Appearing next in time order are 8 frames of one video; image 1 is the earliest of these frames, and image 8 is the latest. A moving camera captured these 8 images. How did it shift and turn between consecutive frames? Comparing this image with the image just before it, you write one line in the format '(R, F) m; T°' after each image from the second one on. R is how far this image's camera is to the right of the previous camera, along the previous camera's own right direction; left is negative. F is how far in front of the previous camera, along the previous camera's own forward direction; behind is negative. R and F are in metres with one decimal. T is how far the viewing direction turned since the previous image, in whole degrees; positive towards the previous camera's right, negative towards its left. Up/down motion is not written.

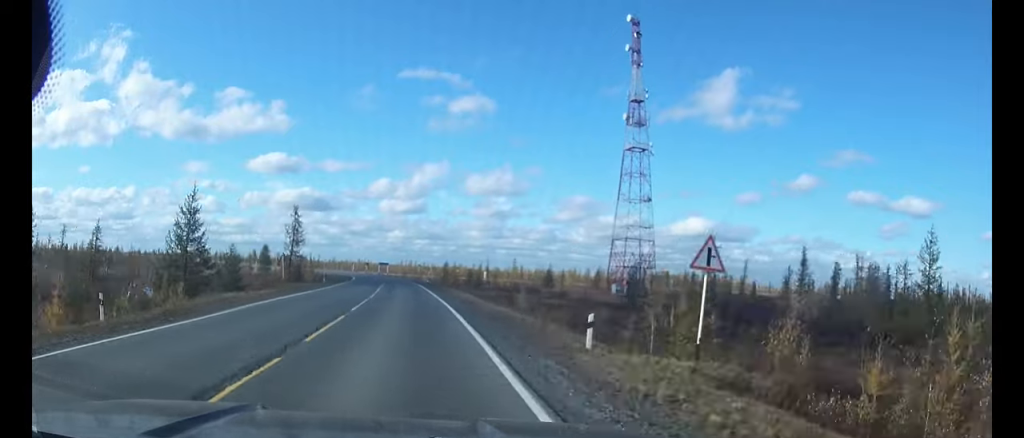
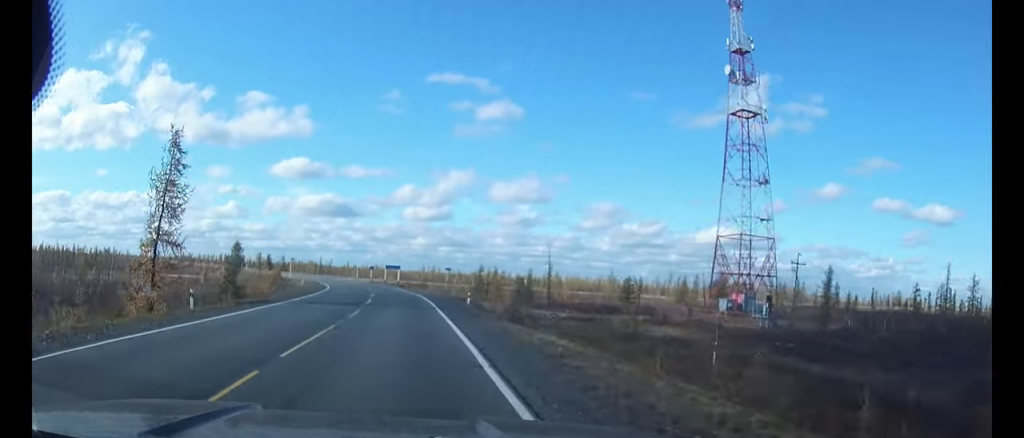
(-1.2, +40.6) m; -4°
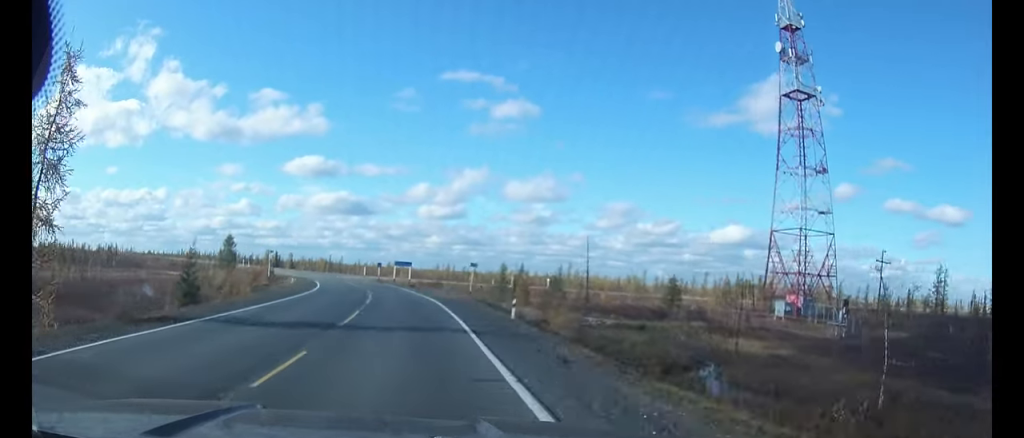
(-0.1, +13.0) m; -2°
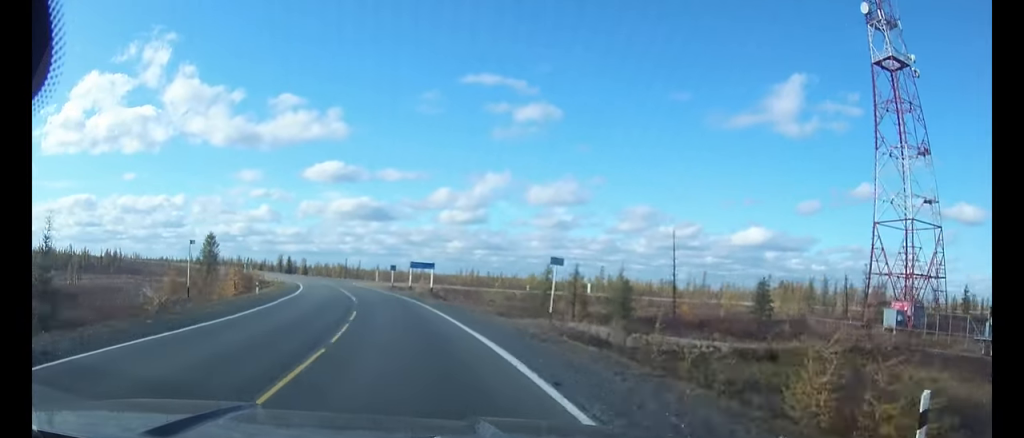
(-0.6, +19.4) m; -3°
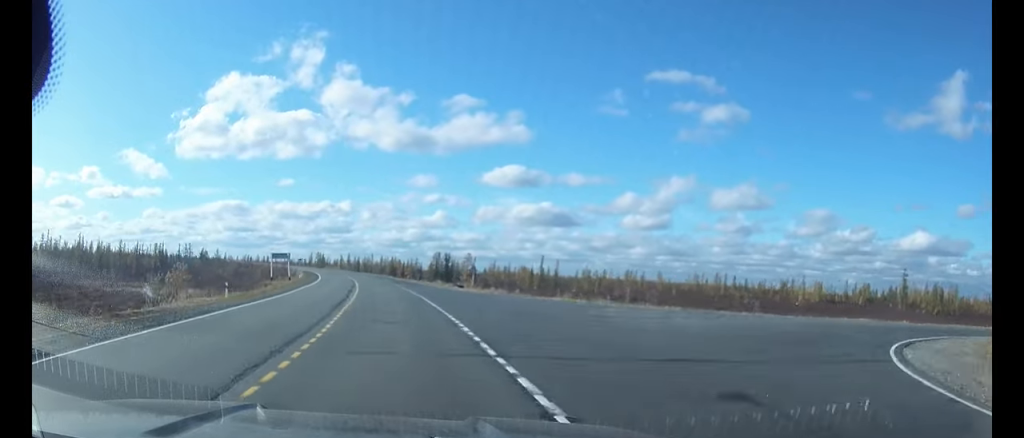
(-15.5, +109.8) m; -15°
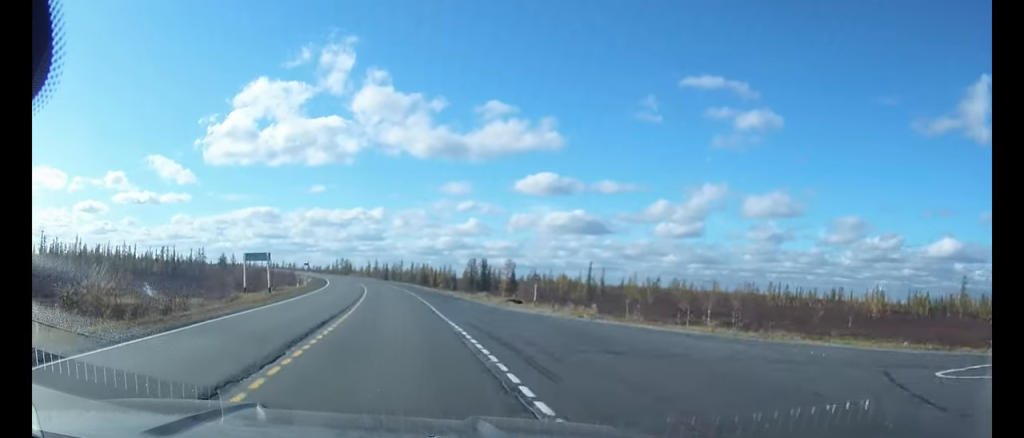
(-0.5, +18.9) m; -3°
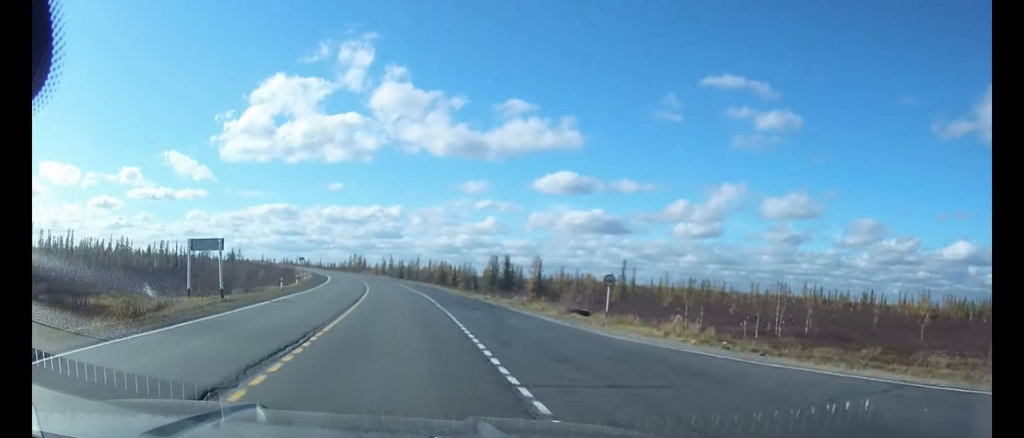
(-0.1, +13.0) m; -2°
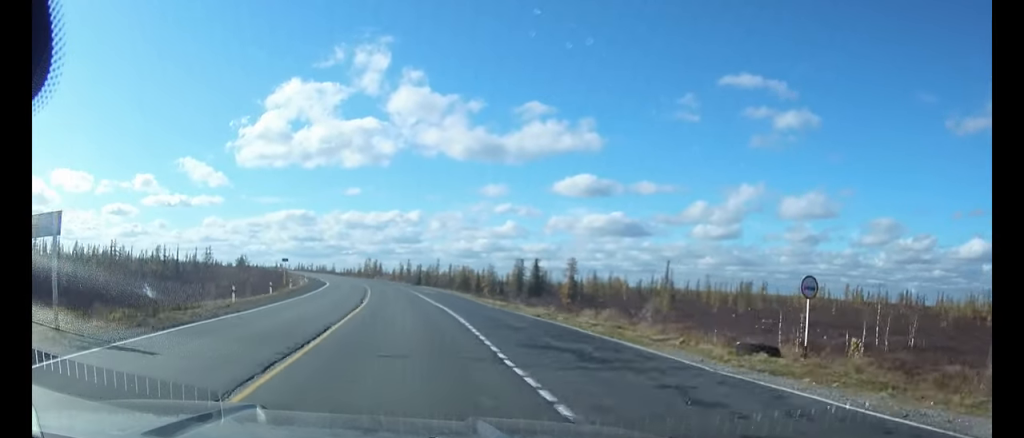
(-0.5, +16.2) m; -2°
